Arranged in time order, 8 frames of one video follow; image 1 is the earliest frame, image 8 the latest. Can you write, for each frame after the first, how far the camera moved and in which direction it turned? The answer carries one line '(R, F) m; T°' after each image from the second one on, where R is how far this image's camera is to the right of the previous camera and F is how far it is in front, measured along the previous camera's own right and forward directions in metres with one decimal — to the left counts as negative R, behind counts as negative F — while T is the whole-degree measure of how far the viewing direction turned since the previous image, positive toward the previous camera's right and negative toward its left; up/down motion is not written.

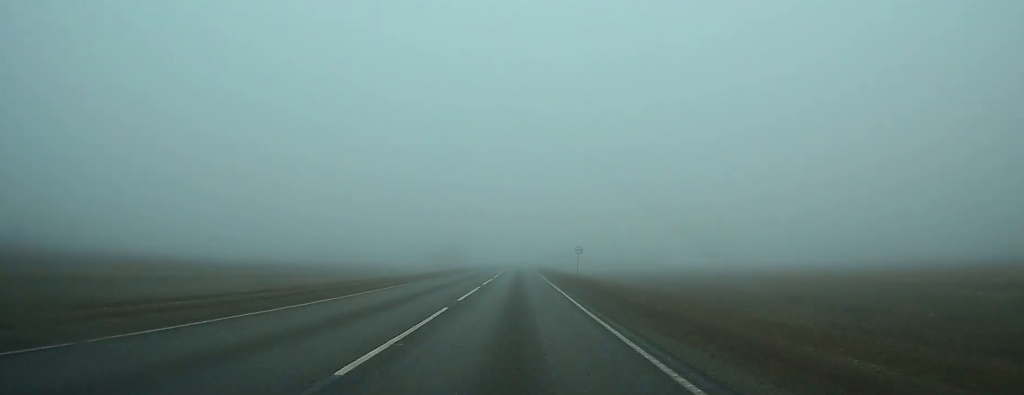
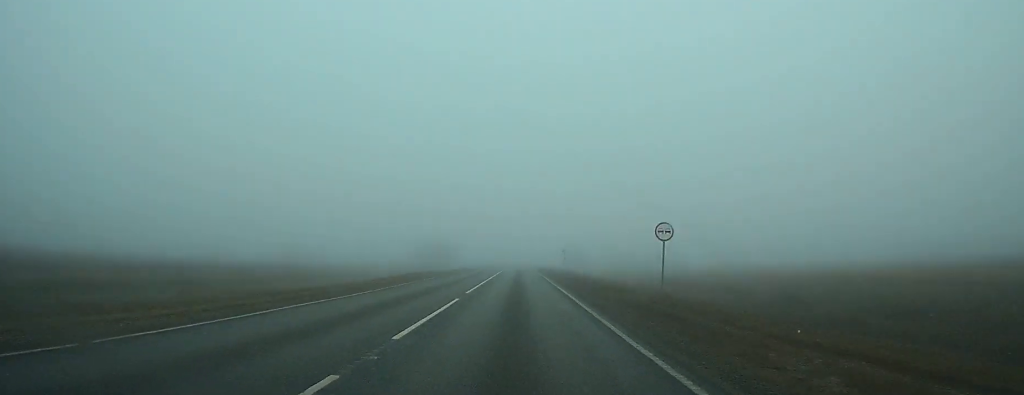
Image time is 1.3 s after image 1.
(-0.1, +32.1) m; 0°
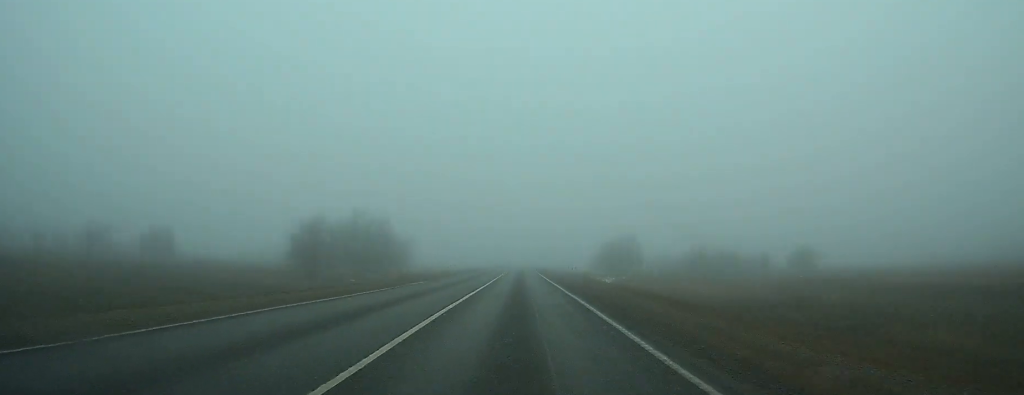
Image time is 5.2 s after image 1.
(+0.3, +91.4) m; 0°
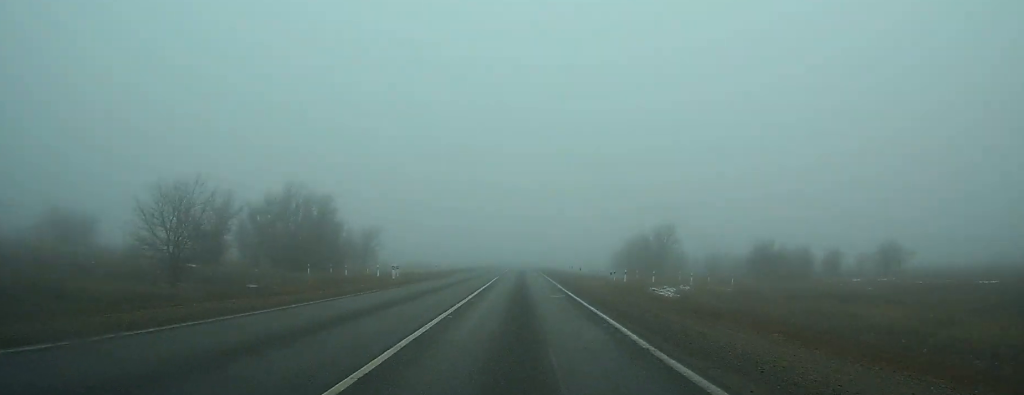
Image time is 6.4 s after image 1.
(0.0, +30.9) m; 0°
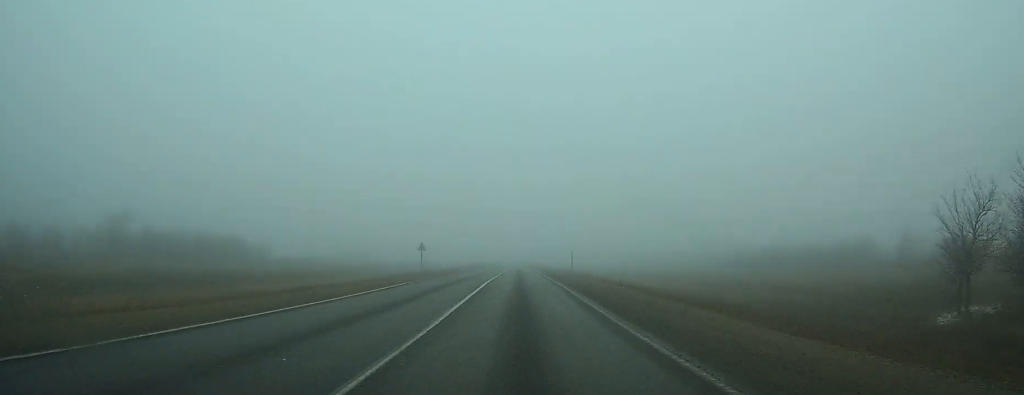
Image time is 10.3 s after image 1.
(-0.1, +95.9) m; 0°
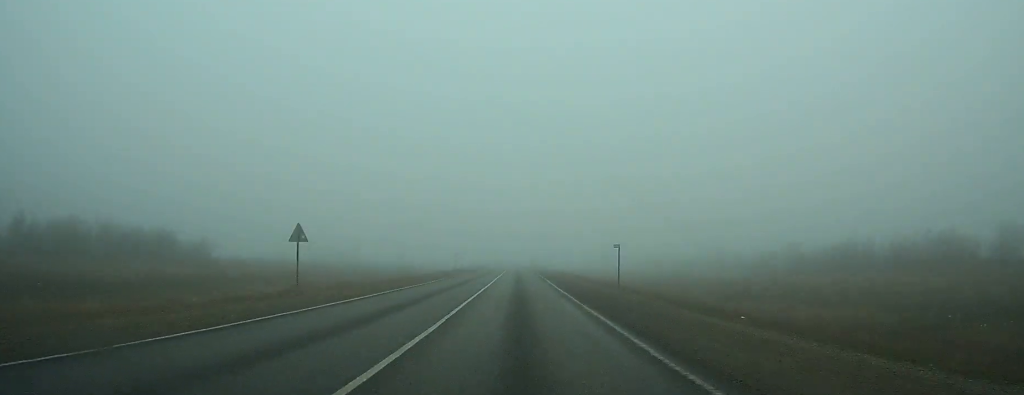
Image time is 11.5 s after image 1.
(0.0, +26.6) m; 0°
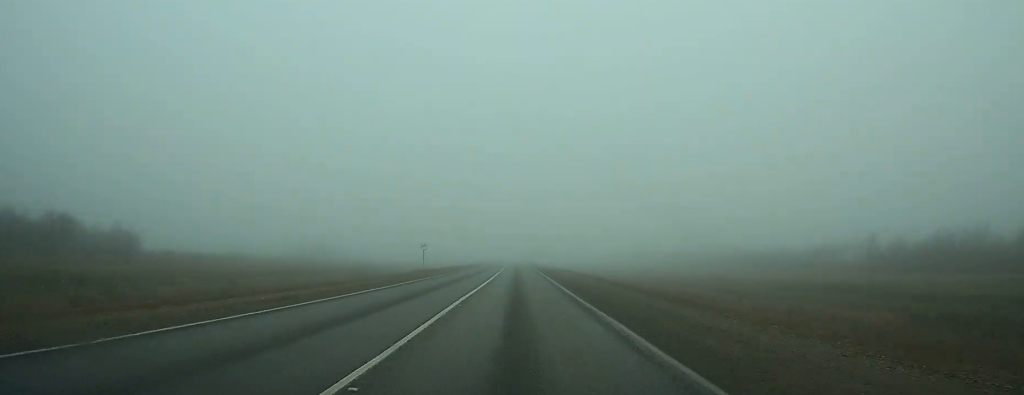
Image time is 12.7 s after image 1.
(+0.1, +26.9) m; 0°
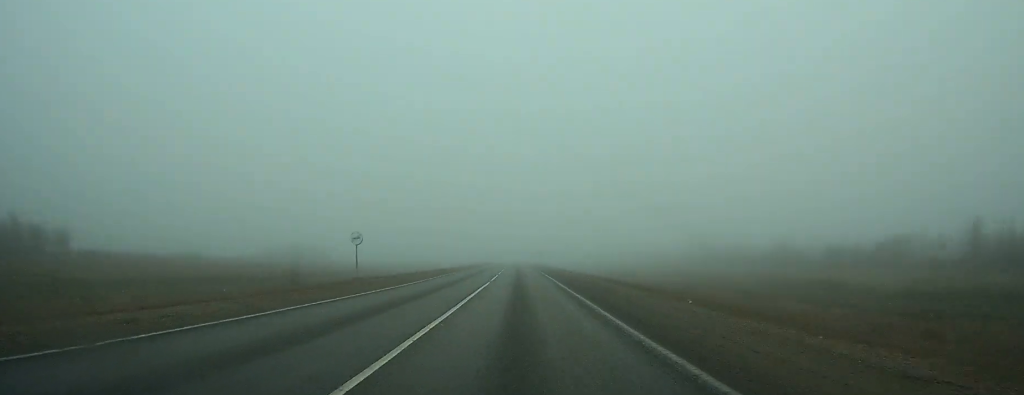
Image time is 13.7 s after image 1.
(0.0, +22.8) m; 0°
